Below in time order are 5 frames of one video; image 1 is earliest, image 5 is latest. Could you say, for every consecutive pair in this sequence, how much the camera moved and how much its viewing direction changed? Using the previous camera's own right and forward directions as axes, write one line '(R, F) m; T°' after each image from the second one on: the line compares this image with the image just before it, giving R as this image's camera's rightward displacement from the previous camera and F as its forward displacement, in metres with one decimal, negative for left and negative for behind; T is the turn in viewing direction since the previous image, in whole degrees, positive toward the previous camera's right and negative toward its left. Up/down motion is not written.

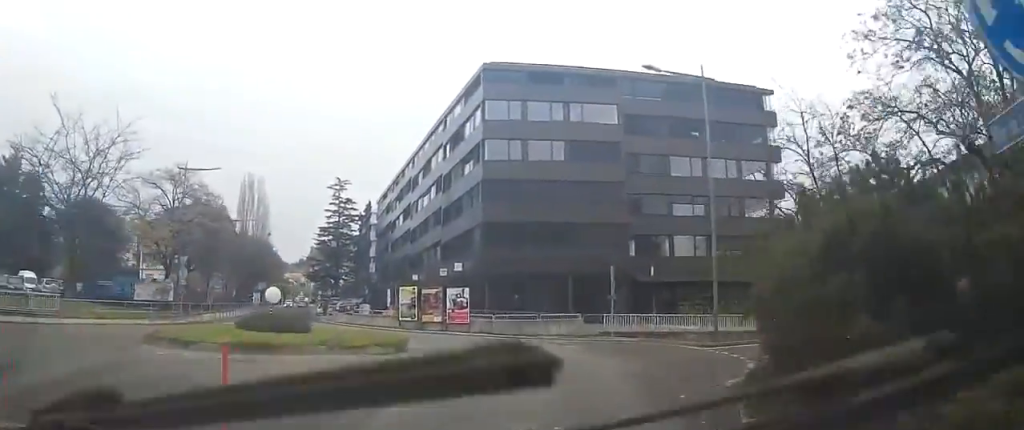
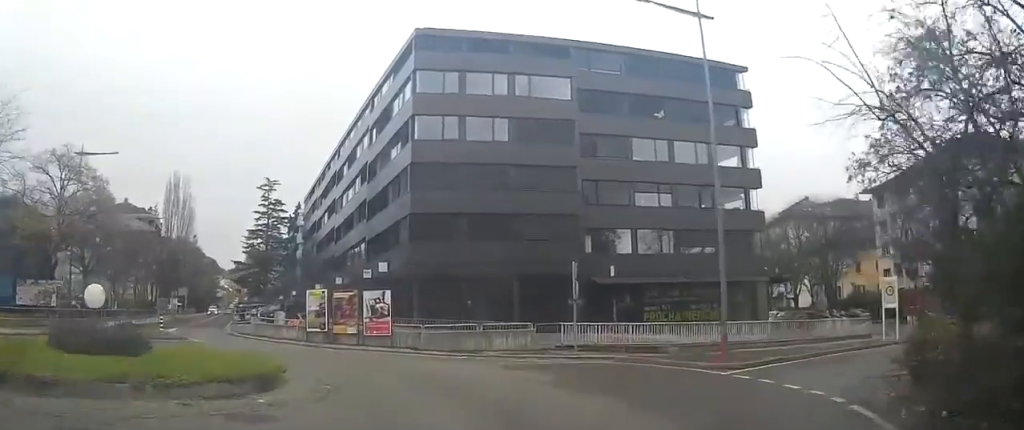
(+0.4, +7.4) m; +1°
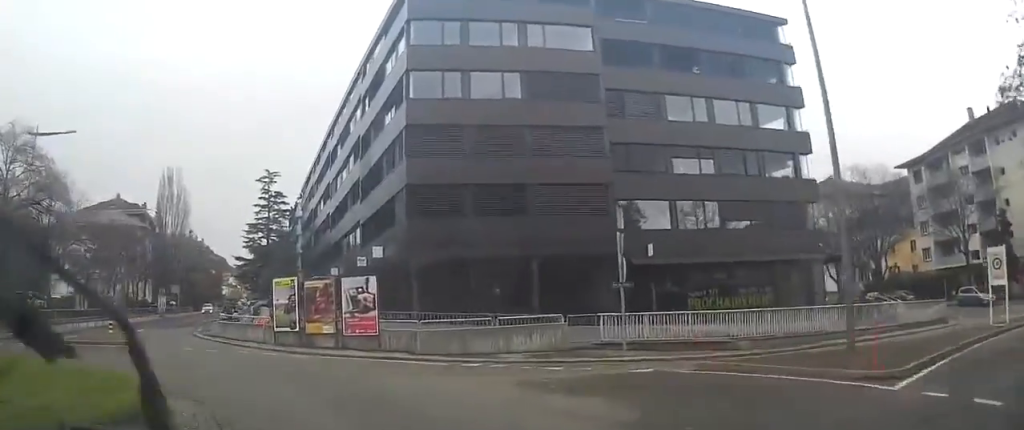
(0.0, +5.7) m; -6°
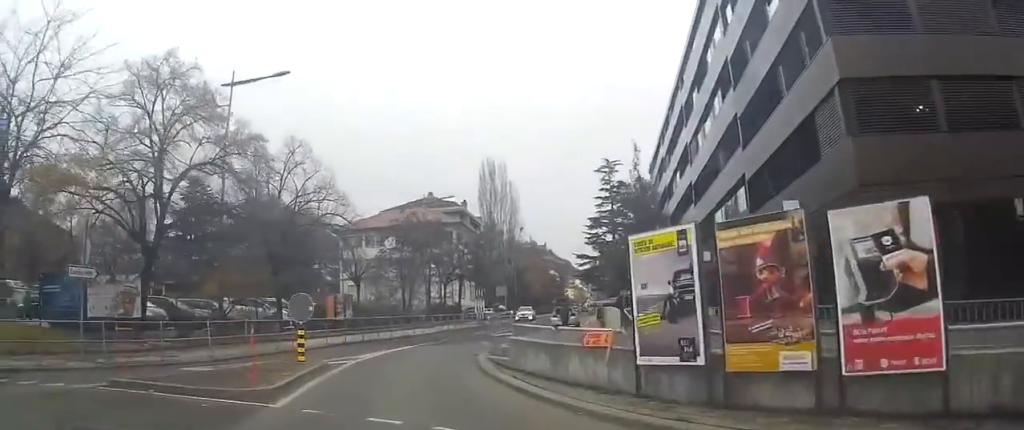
(-2.1, +12.7) m; -17°
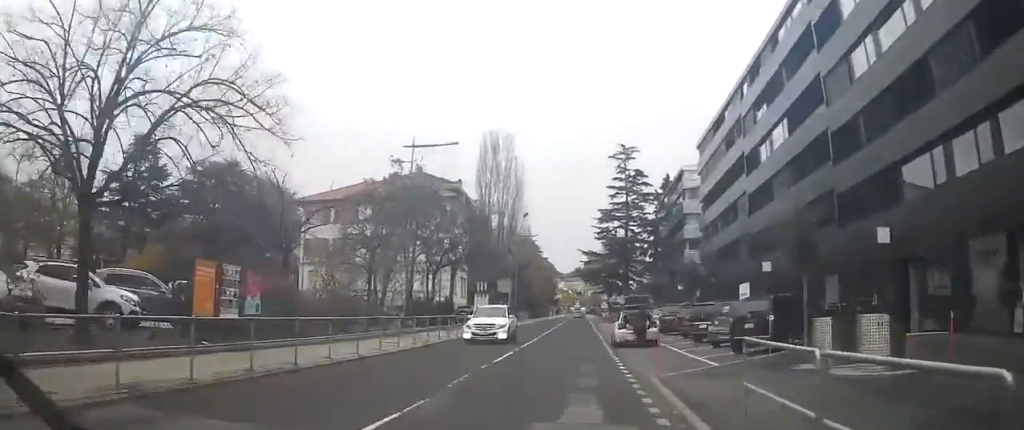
(-2.2, +17.0) m; -7°
